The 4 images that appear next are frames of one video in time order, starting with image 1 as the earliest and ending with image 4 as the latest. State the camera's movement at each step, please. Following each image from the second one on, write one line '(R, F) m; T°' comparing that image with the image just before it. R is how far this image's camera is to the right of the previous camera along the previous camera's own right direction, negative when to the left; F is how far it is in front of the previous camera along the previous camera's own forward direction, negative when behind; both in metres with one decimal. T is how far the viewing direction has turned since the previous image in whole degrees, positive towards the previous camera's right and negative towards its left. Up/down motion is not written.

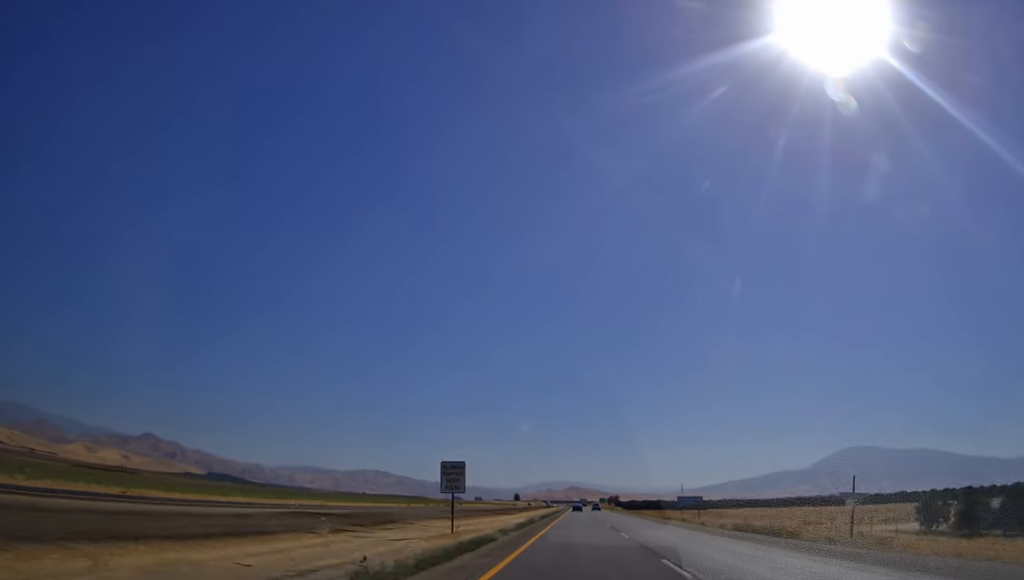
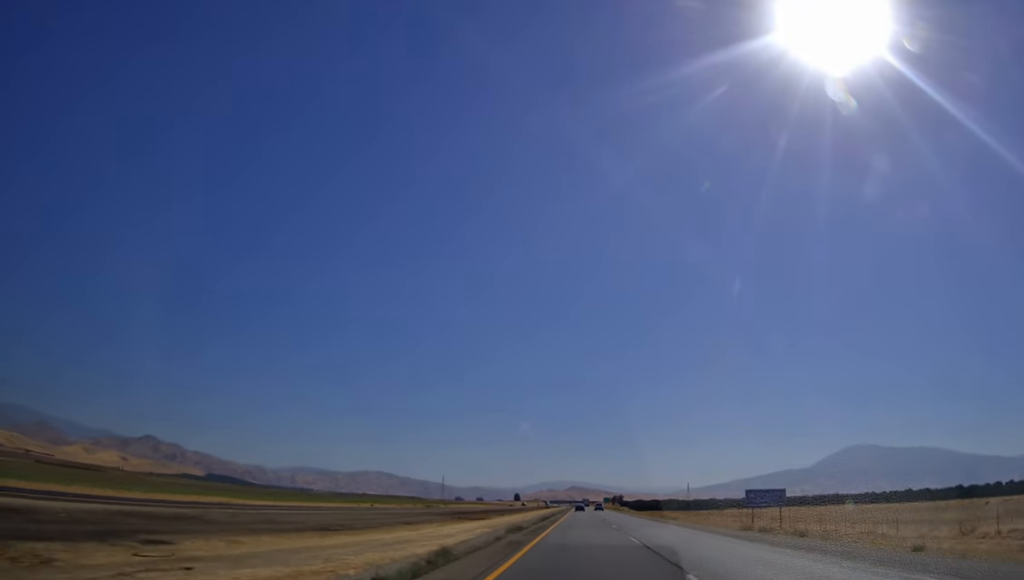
(0.0, +31.1) m; 0°
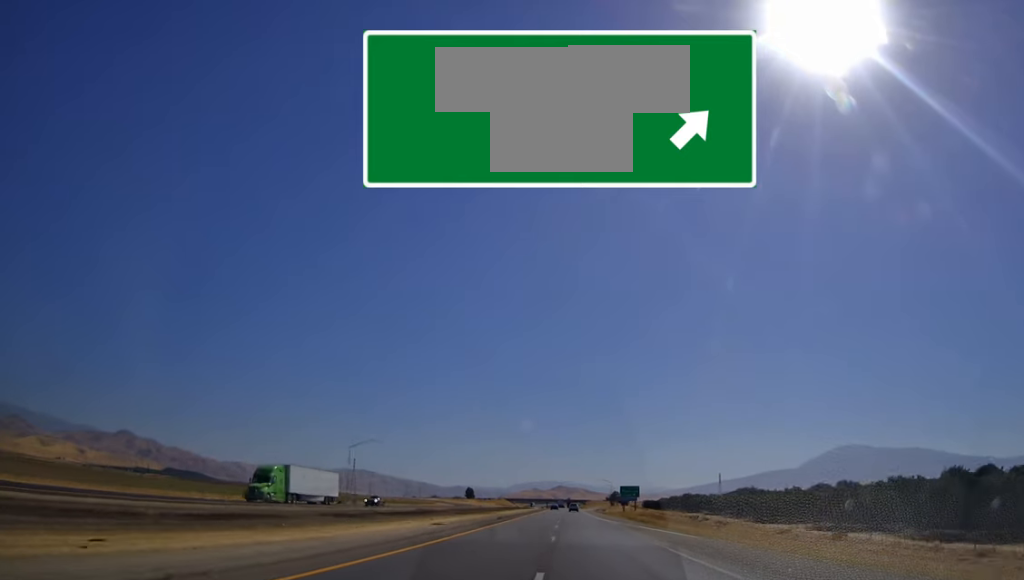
(+1.6, +245.1) m; +1°
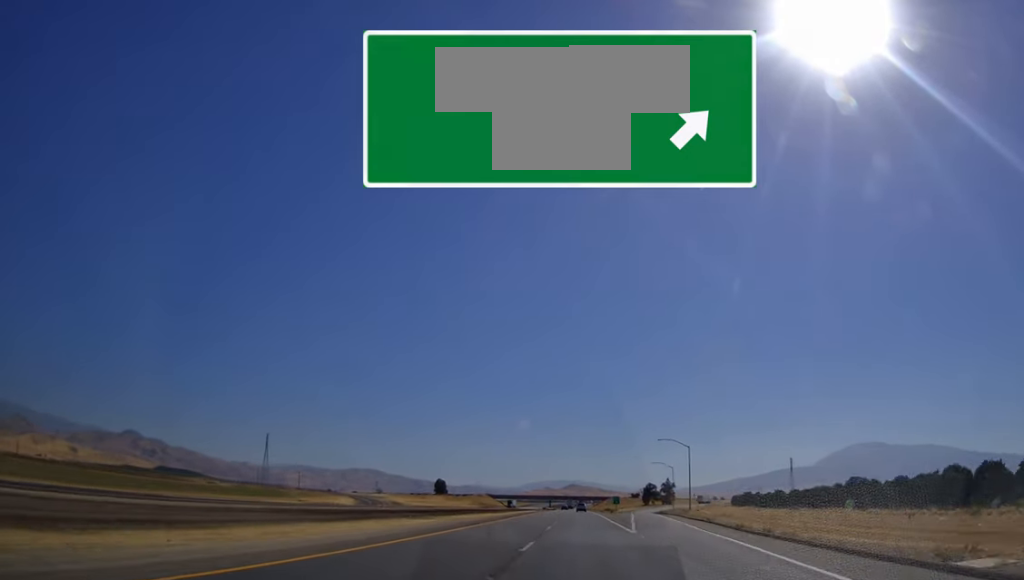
(-1.0, +181.1) m; -1°
